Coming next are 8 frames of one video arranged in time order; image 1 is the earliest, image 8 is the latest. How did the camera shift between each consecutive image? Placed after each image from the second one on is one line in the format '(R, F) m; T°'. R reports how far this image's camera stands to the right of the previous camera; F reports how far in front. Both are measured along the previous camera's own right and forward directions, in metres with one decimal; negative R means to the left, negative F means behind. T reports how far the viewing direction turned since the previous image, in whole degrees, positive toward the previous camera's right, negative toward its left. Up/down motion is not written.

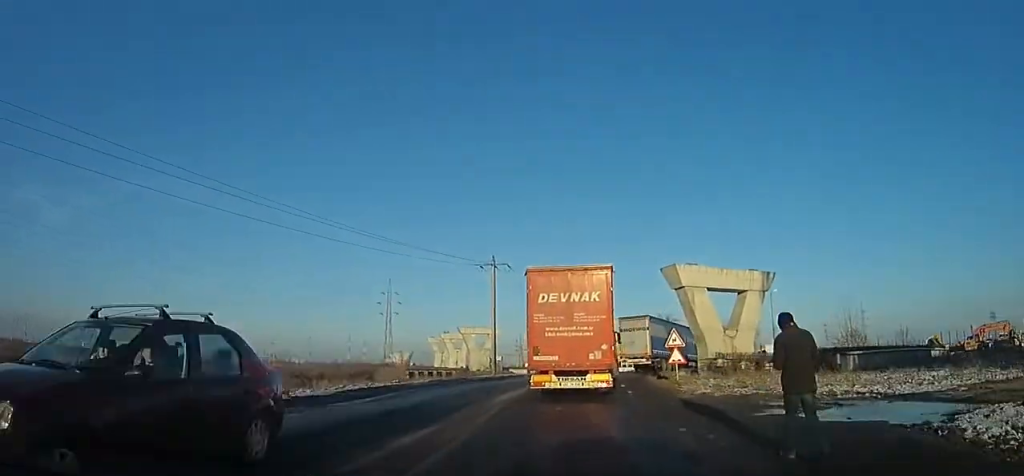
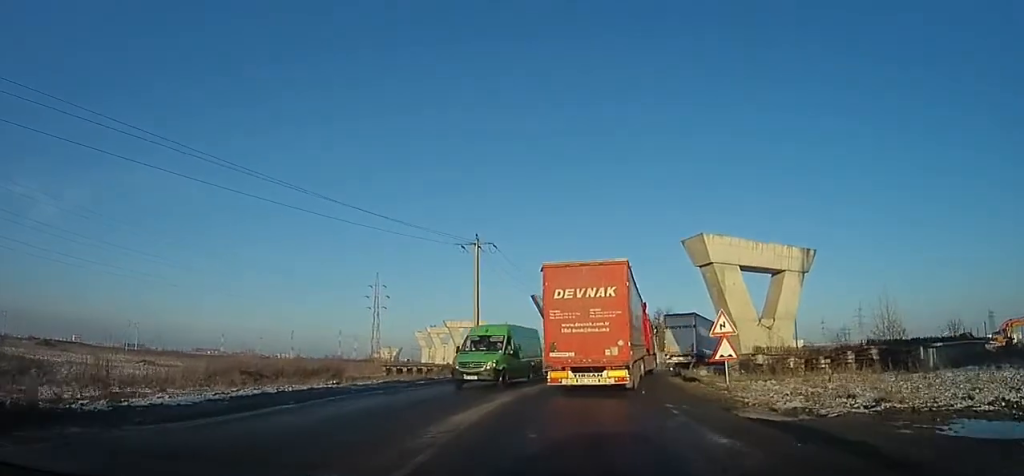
(+0.4, +6.6) m; +8°
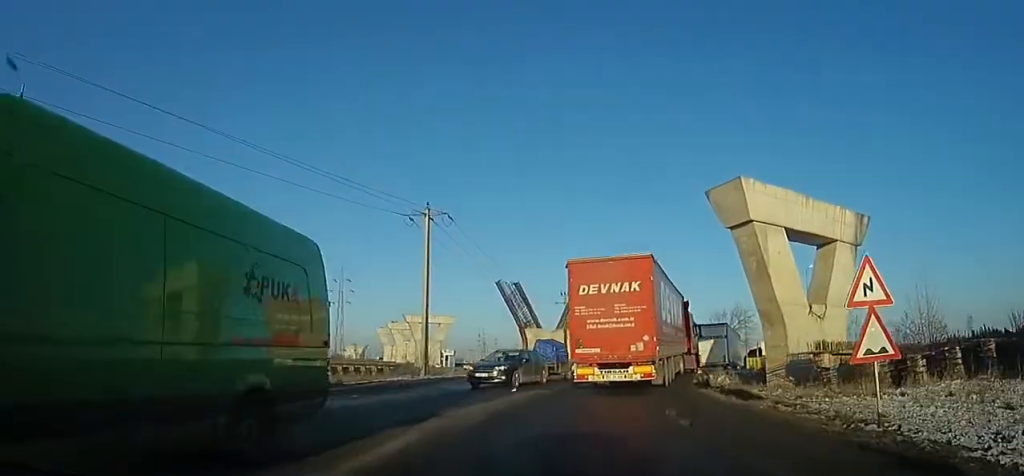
(+0.7, +8.0) m; +5°
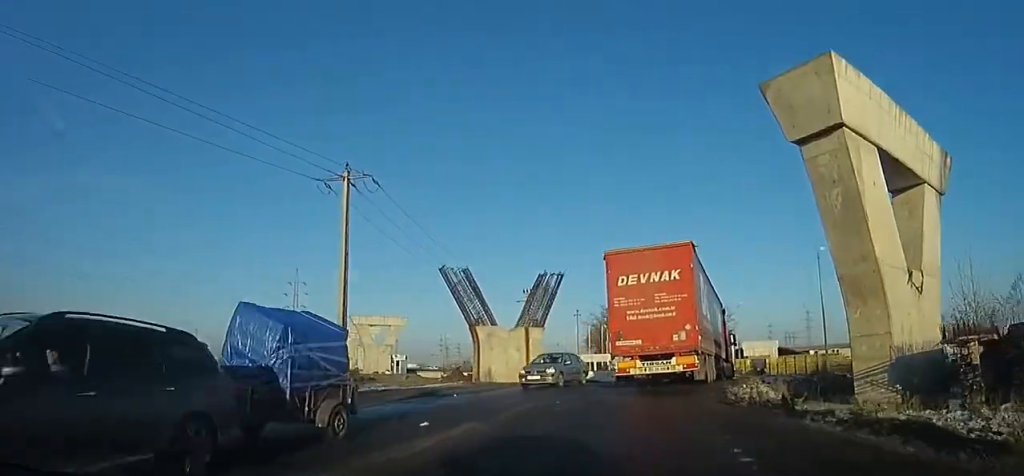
(0.0, +7.8) m; 0°
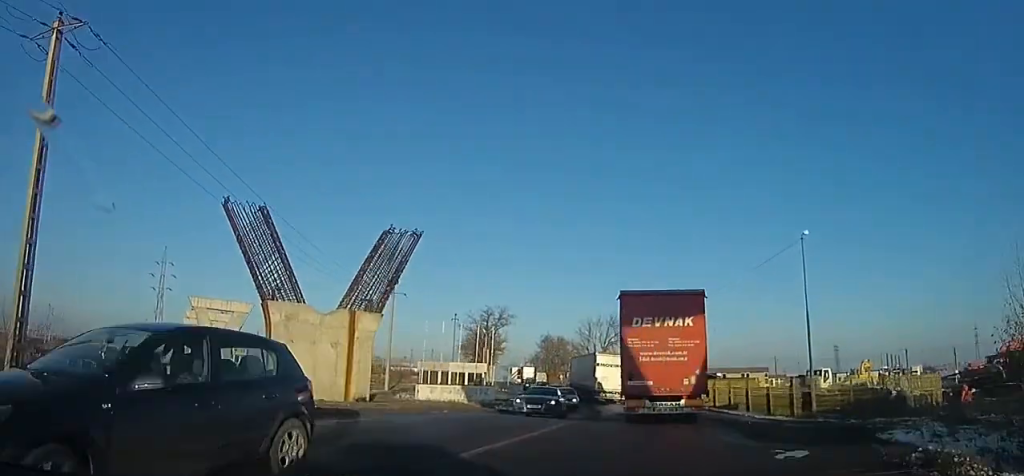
(+0.1, +12.8) m; +5°
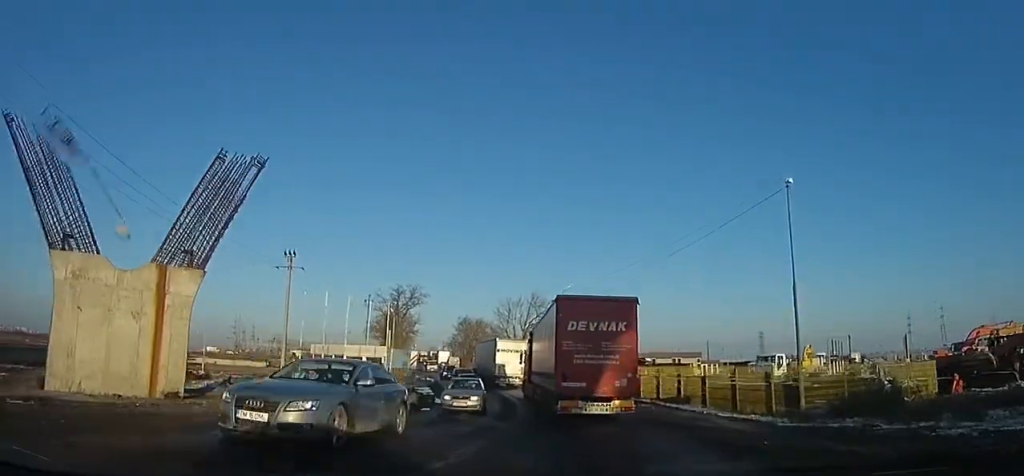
(-0.1, +6.9) m; +9°
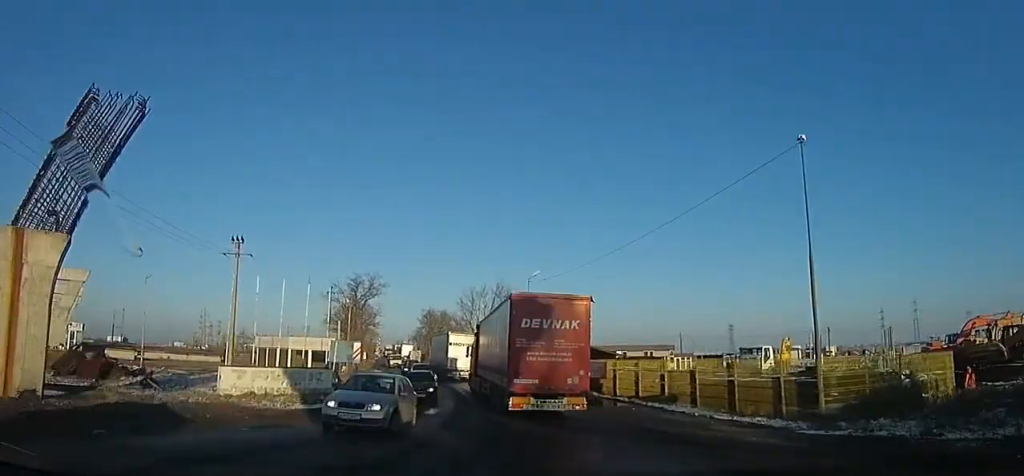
(+0.6, +4.1) m; +4°
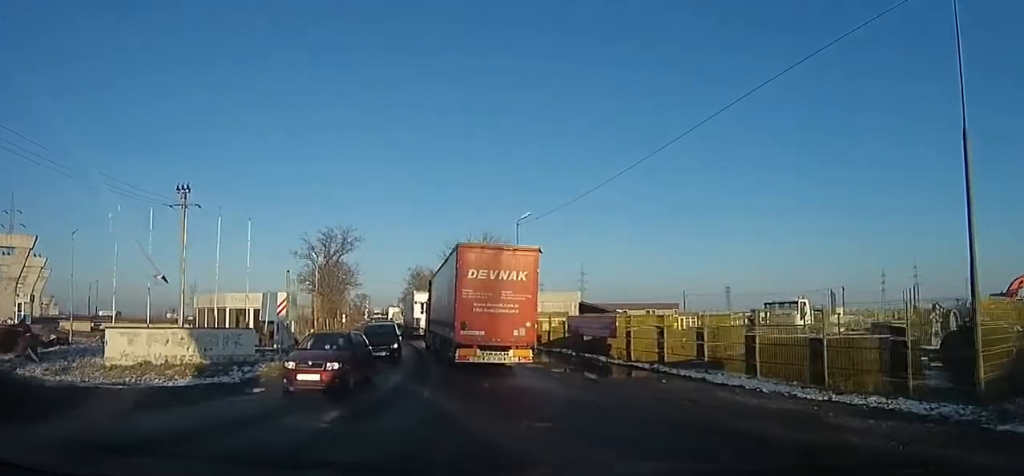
(+0.8, +7.4) m; +5°
